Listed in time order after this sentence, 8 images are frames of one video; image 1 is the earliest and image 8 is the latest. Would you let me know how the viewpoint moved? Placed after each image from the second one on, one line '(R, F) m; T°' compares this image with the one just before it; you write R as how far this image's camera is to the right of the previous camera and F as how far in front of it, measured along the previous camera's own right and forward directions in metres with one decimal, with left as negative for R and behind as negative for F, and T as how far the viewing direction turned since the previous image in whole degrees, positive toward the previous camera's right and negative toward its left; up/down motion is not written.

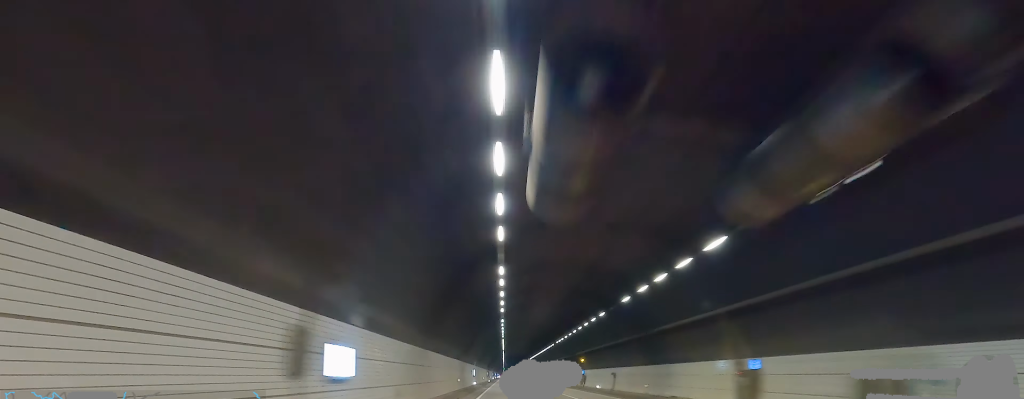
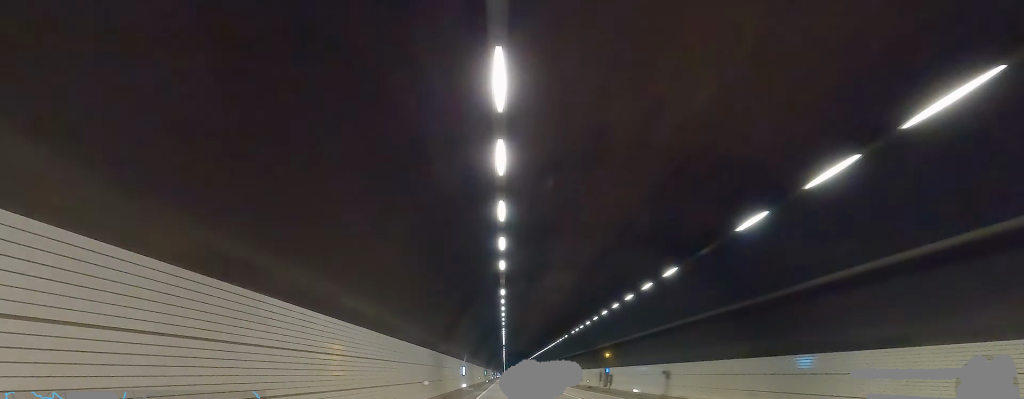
(-0.3, +16.9) m; 0°
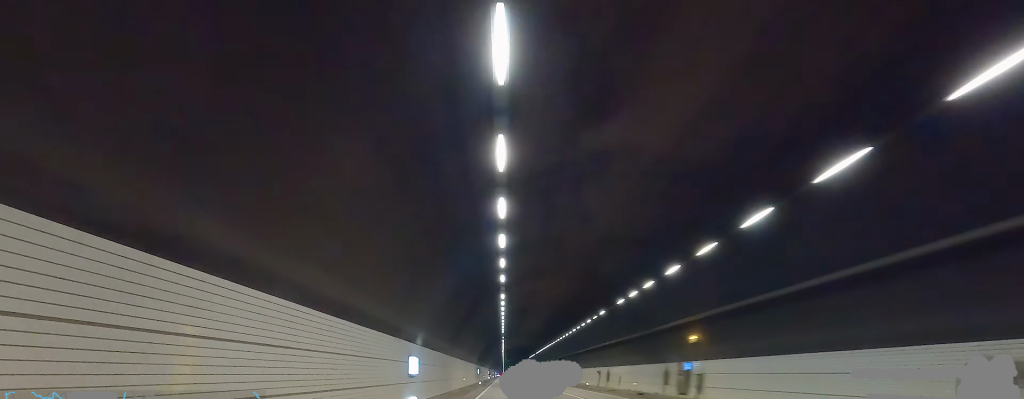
(+0.6, +24.8) m; +1°
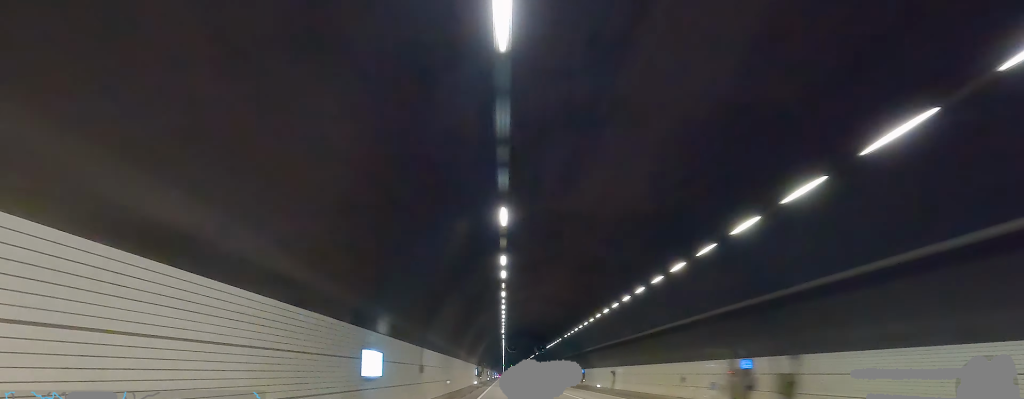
(-1.5, +58.5) m; -2°
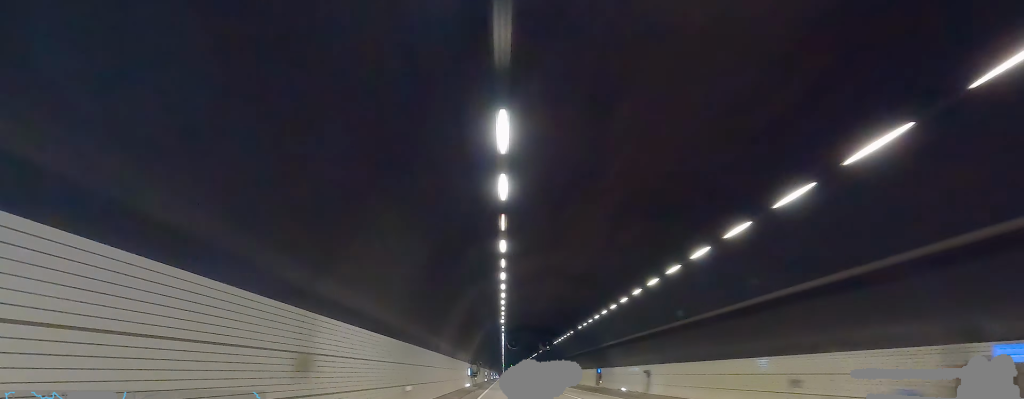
(+0.2, +12.9) m; 0°
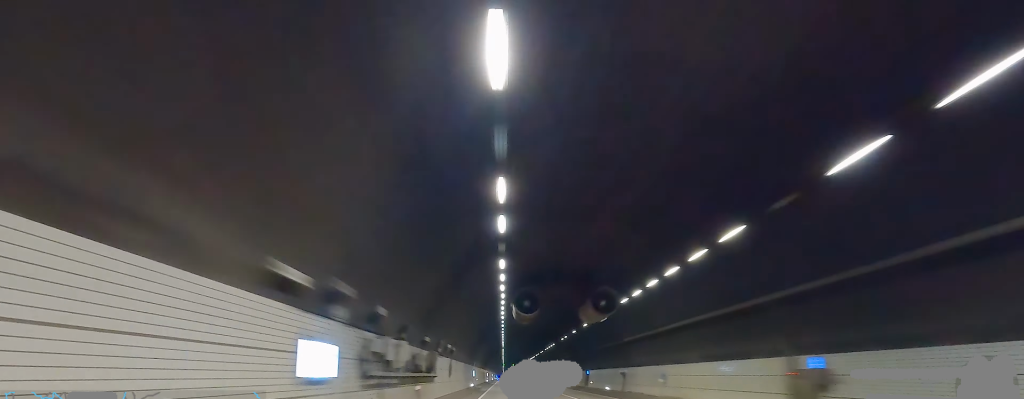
(-0.2, +42.4) m; -2°
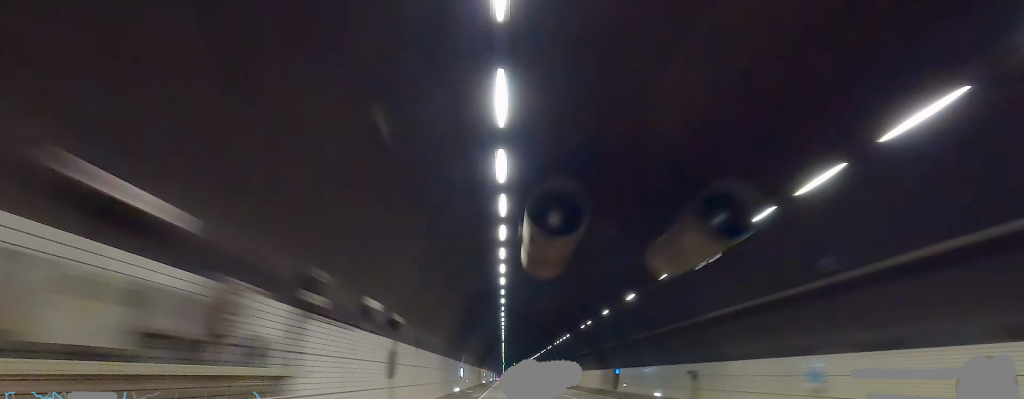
(-0.1, +17.7) m; 0°
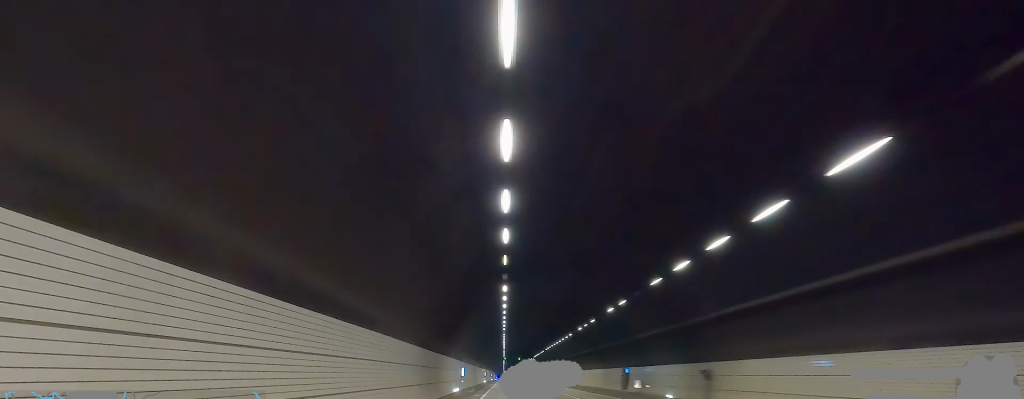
(+1.3, +51.2) m; +1°
